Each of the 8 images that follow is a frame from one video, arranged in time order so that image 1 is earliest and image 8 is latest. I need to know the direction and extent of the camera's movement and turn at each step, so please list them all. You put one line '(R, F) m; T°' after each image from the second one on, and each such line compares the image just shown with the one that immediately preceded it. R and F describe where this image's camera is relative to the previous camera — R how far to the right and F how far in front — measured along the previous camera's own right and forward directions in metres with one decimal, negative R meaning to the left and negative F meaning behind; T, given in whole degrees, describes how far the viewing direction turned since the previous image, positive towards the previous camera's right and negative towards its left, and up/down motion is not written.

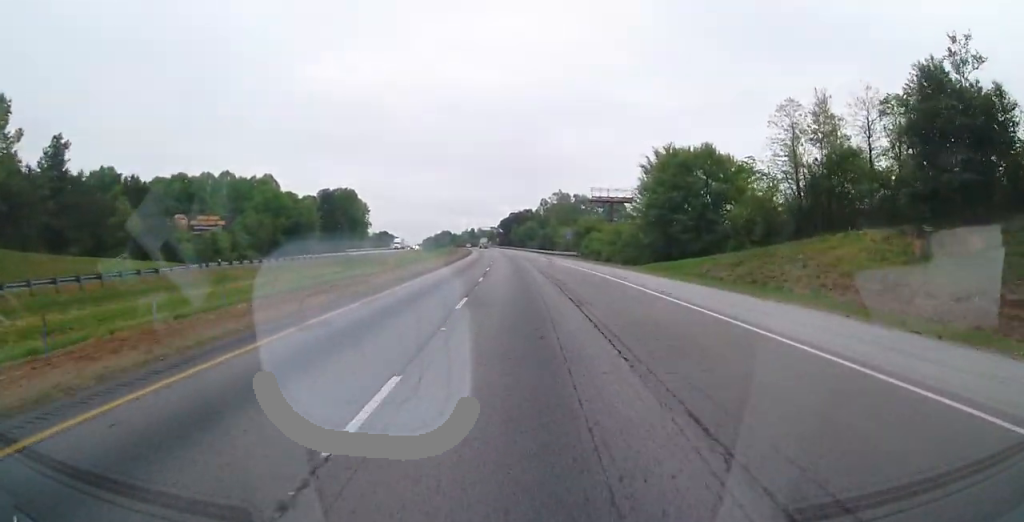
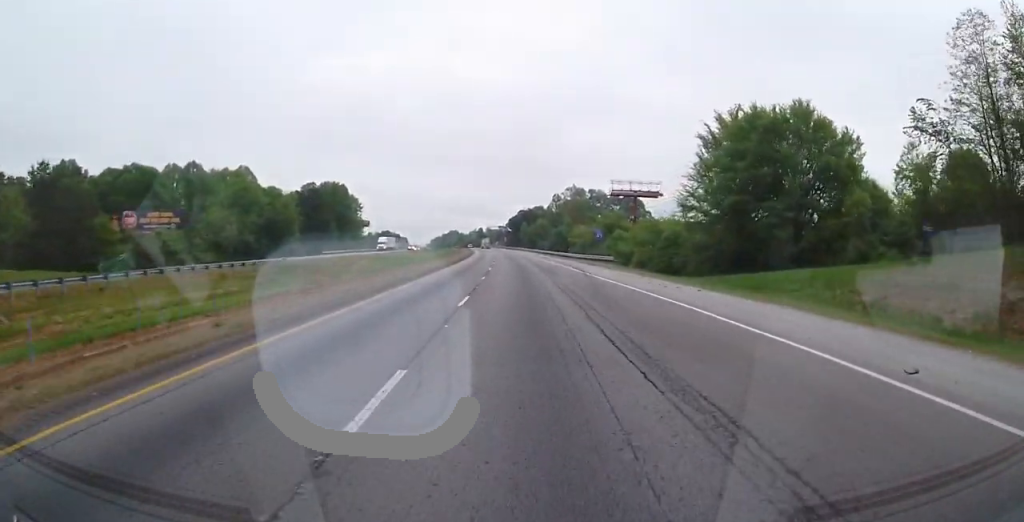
(0.0, +23.6) m; 0°
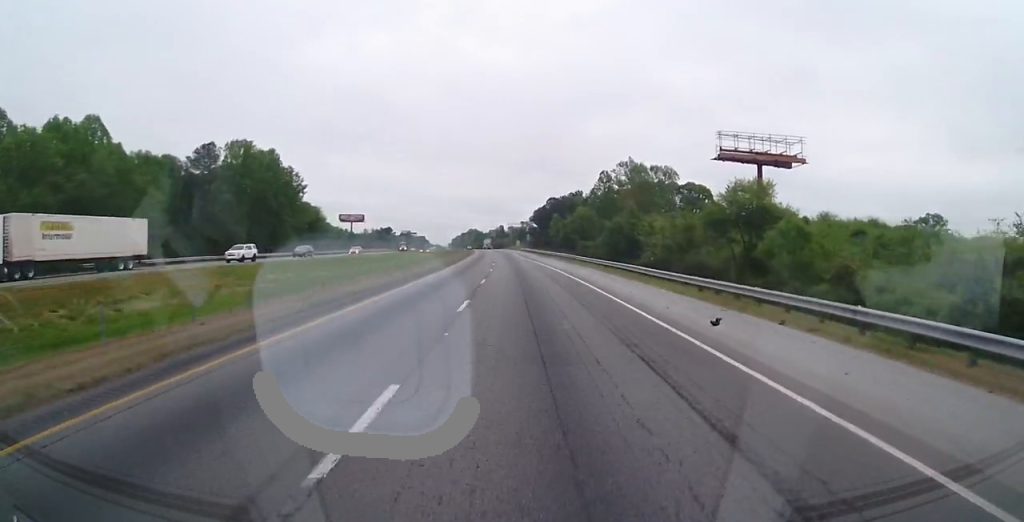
(-1.5, +74.7) m; -3°
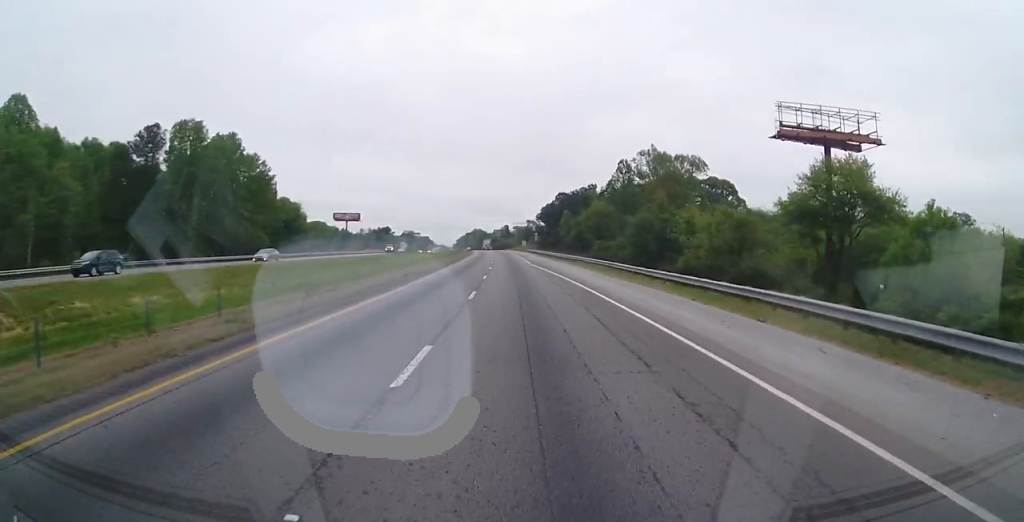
(-0.1, +20.7) m; -1°
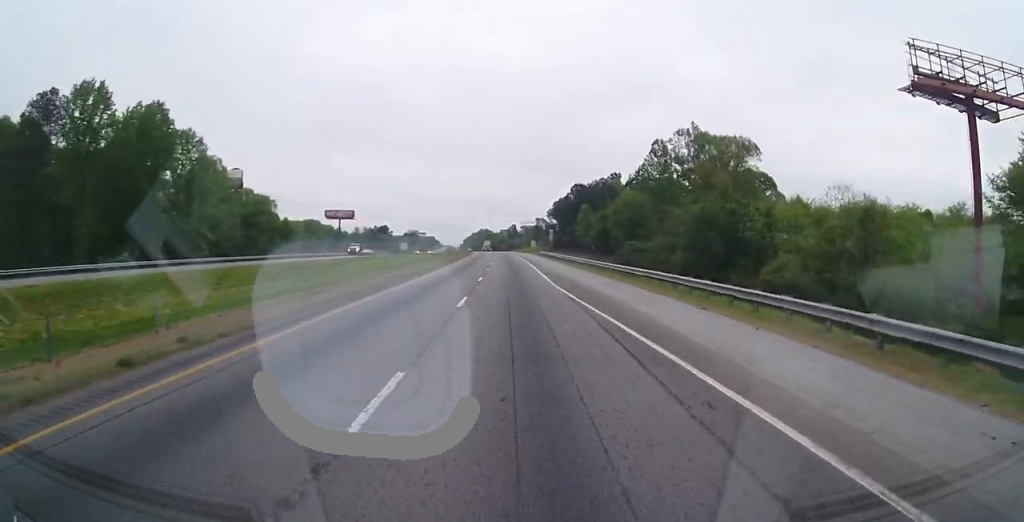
(-0.3, +27.1) m; -1°
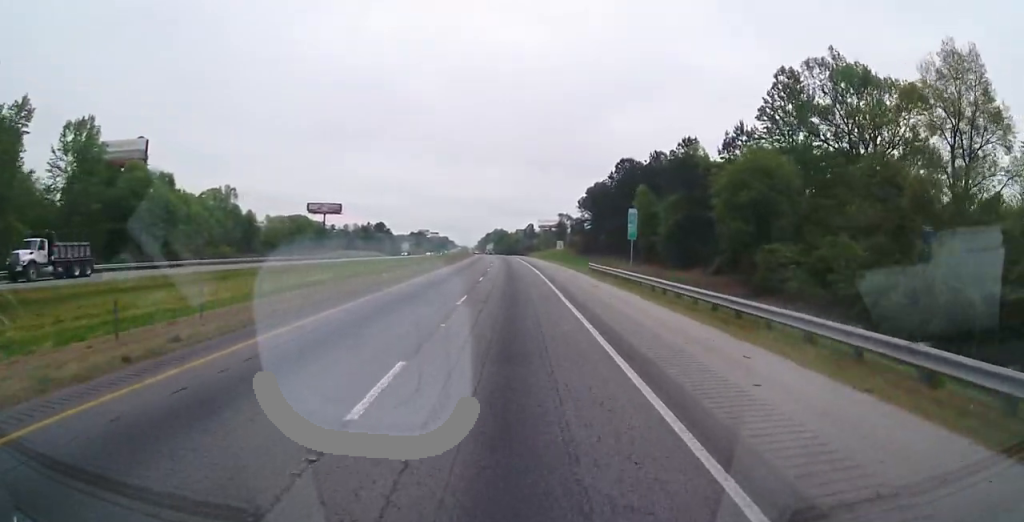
(-0.9, +48.1) m; -2°
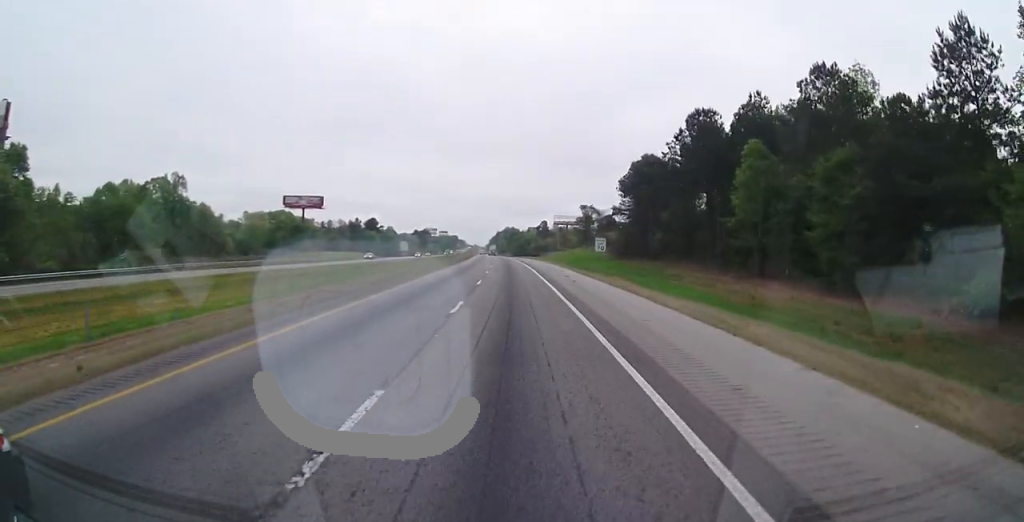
(-0.3, +38.5) m; -1°
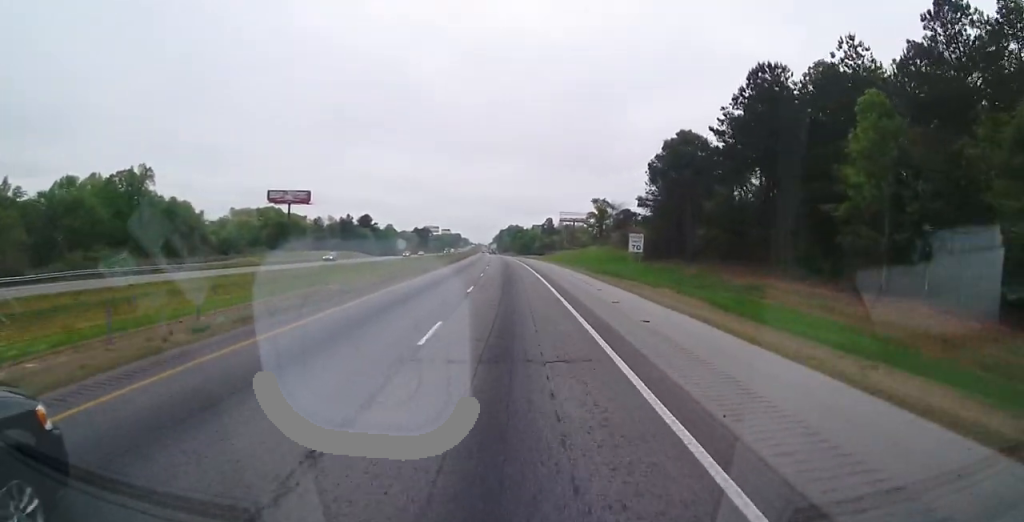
(+0.1, +17.5) m; 0°
